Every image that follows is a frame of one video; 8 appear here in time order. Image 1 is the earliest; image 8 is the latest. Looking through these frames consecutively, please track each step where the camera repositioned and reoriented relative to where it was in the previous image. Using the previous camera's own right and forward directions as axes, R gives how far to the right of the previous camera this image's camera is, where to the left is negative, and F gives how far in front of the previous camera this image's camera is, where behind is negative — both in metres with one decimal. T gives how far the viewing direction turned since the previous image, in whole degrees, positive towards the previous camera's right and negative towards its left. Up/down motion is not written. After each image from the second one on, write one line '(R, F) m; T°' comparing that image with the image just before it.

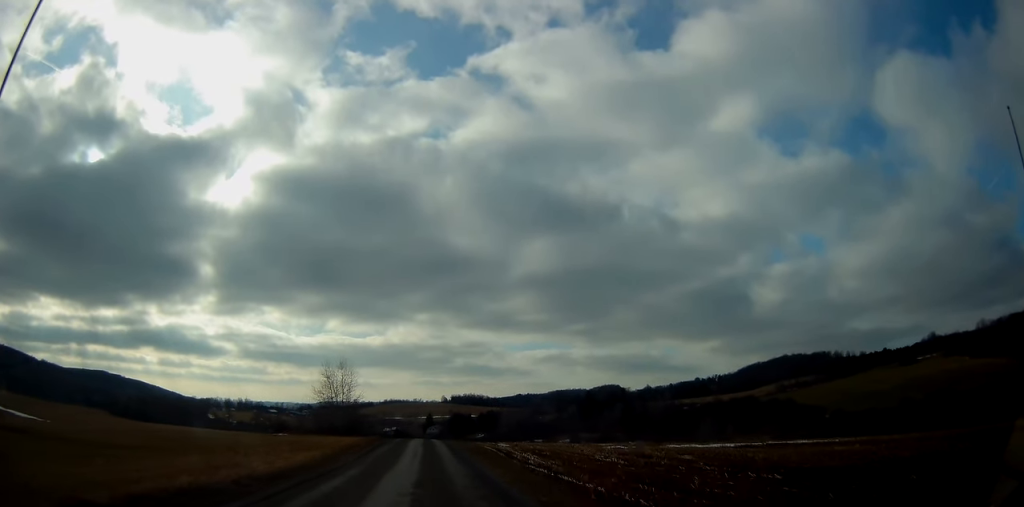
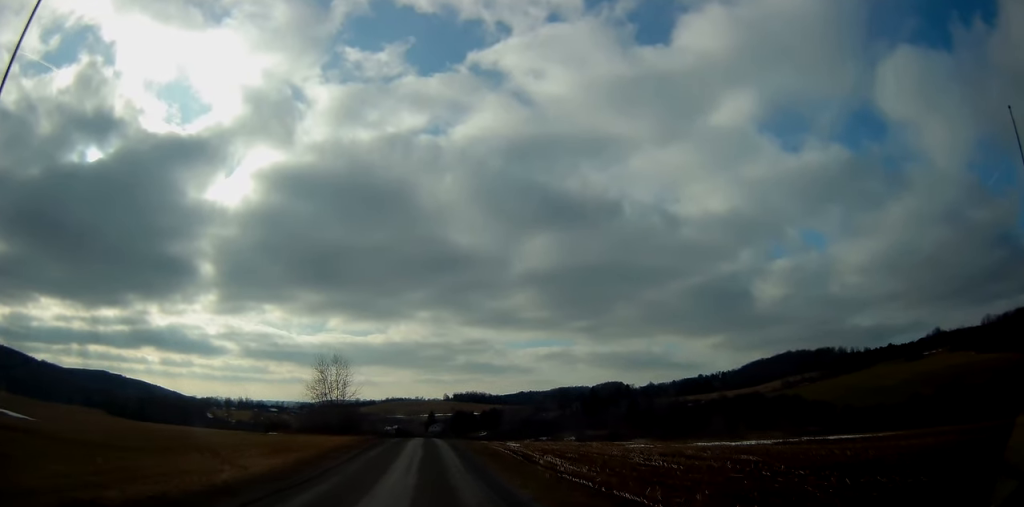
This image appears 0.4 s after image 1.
(0.0, +7.2) m; 0°
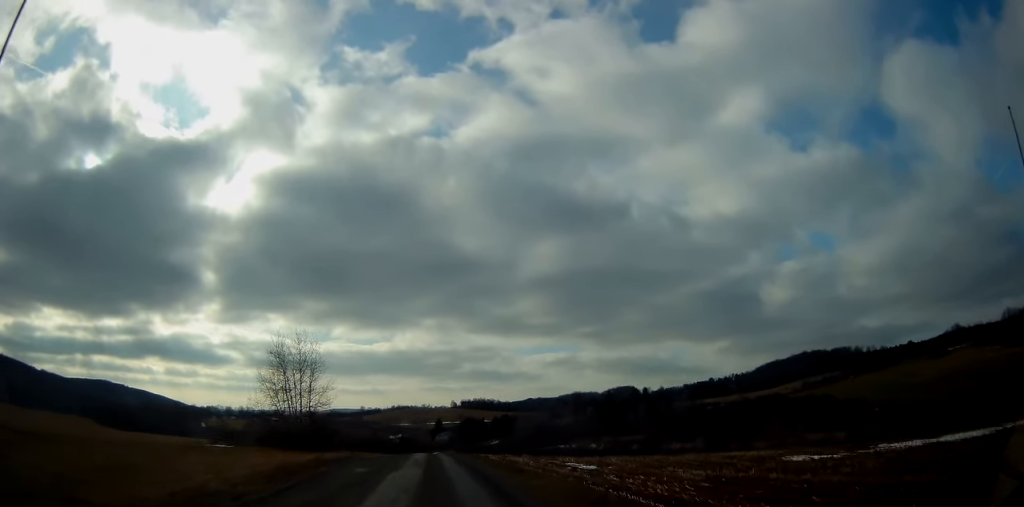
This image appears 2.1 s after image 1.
(-0.1, +28.3) m; -1°
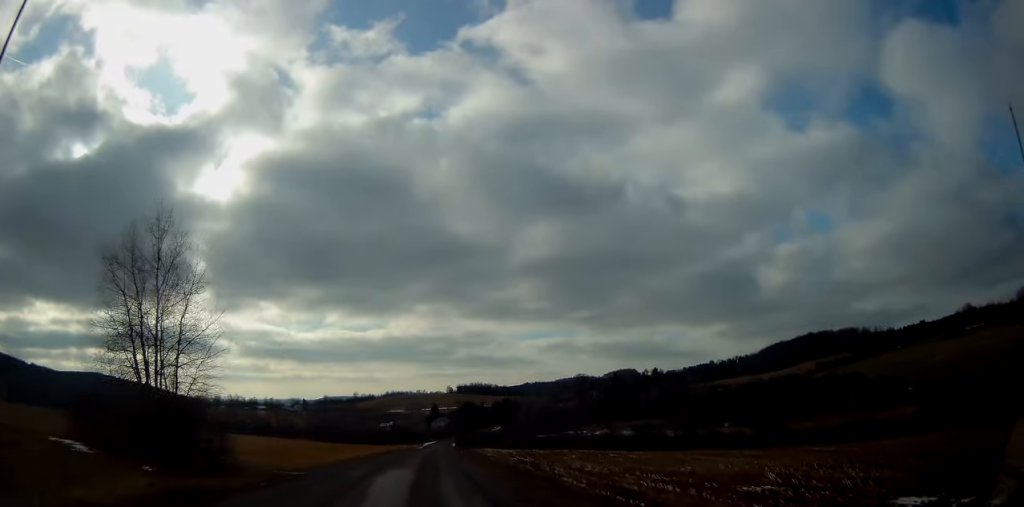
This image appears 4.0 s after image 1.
(+0.3, +32.9) m; -1°
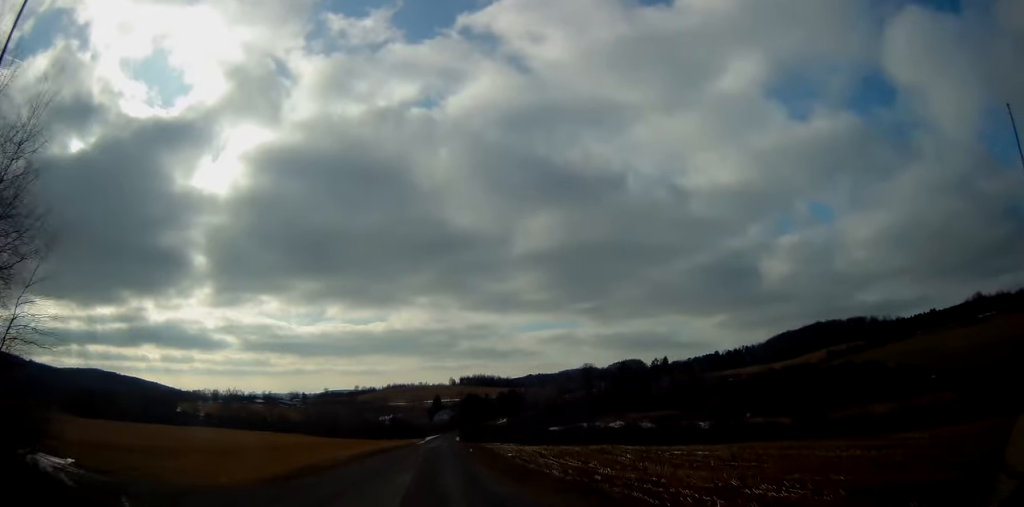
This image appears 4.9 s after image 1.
(-0.8, +16.7) m; -1°
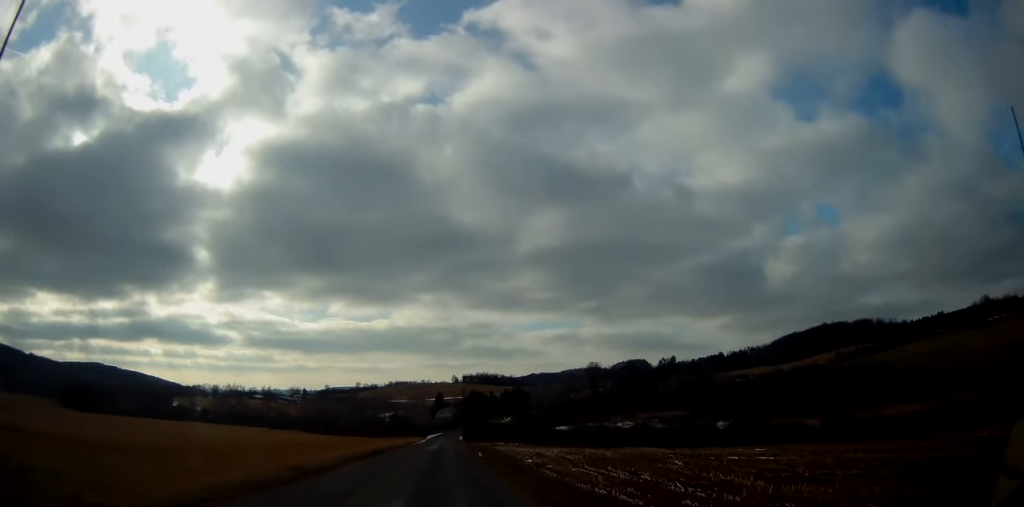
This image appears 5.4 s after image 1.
(+0.3, +9.2) m; +1°
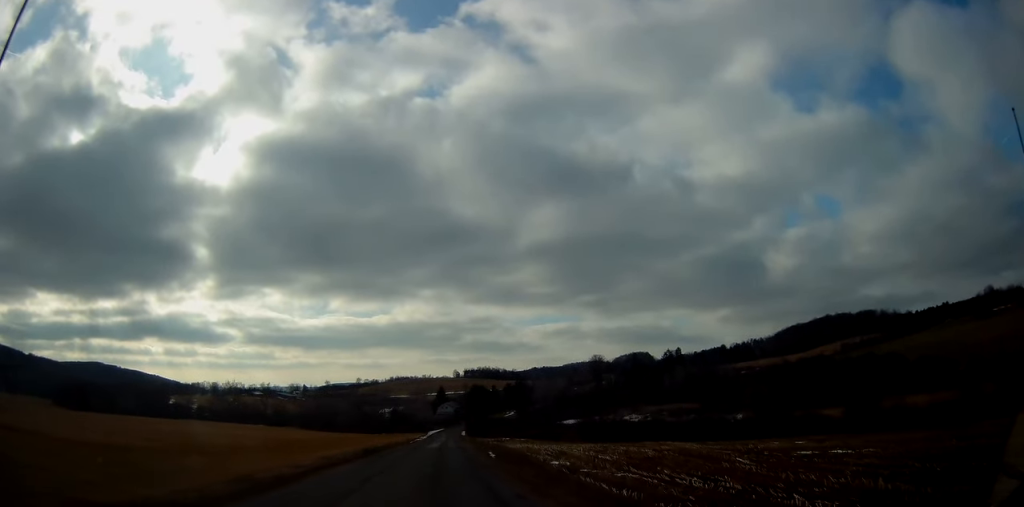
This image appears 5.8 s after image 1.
(+0.1, +8.0) m; +1°
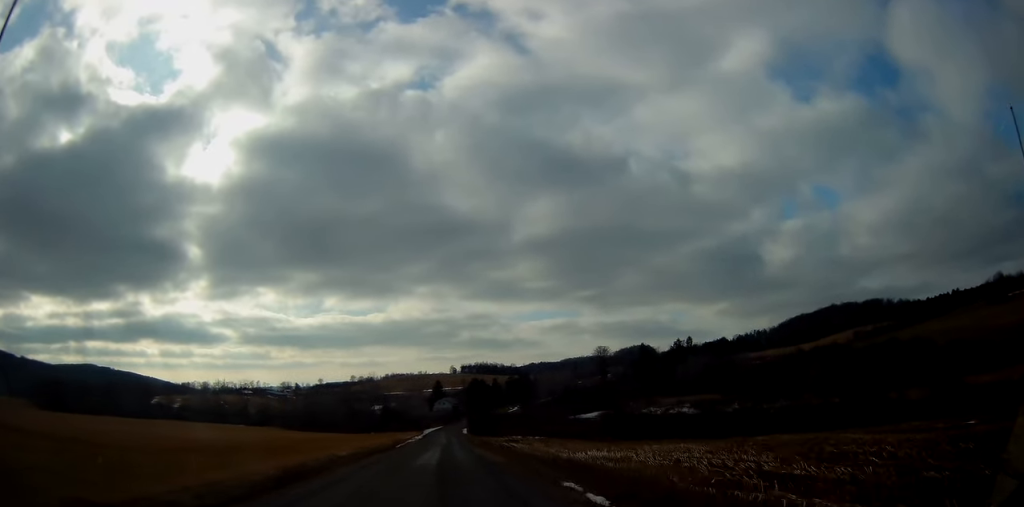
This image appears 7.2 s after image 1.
(0.0, +25.8) m; -1°
